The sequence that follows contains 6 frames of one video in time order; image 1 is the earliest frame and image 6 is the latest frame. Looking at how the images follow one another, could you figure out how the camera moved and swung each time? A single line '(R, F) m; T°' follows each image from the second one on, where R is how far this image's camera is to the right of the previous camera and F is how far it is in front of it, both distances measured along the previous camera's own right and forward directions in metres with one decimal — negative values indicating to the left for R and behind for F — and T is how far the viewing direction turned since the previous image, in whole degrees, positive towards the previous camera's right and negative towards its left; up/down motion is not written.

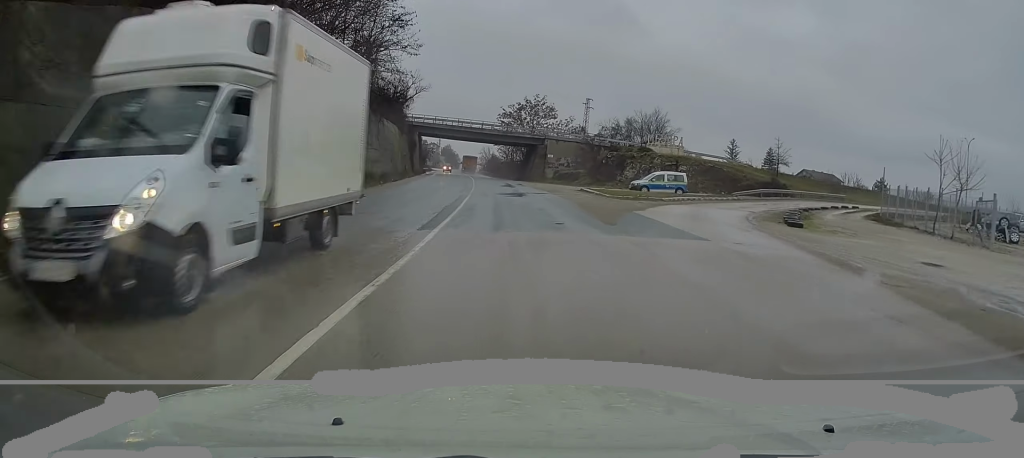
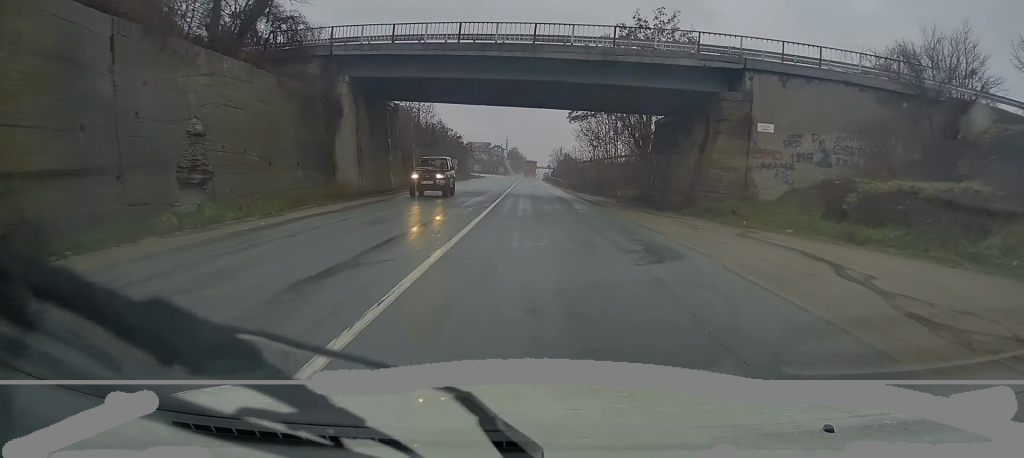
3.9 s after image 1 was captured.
(-2.8, +57.1) m; -8°
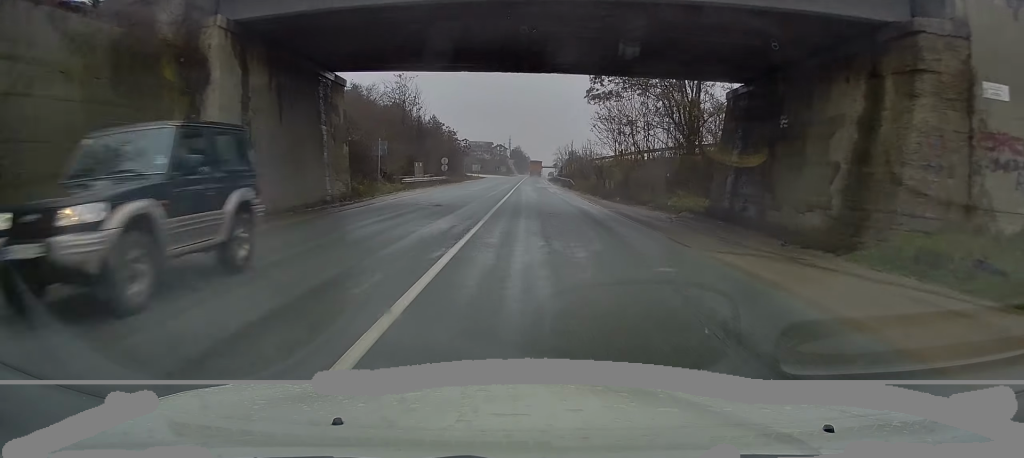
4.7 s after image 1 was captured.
(-0.4, +13.0) m; 0°
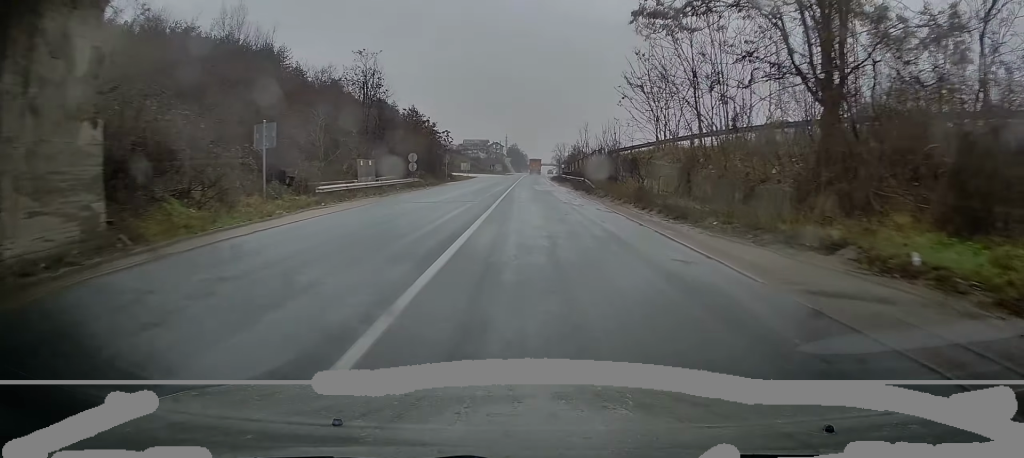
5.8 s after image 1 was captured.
(+0.4, +17.4) m; 0°
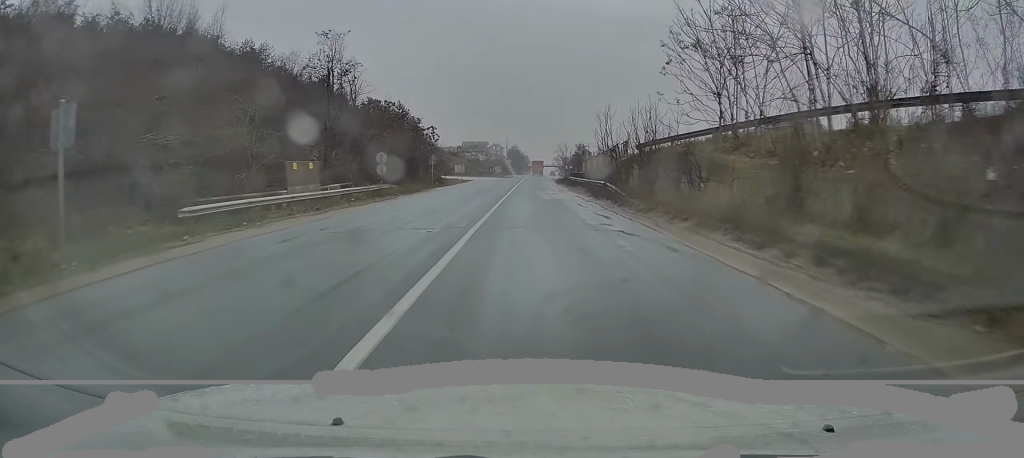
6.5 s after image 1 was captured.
(-0.3, +11.2) m; 0°
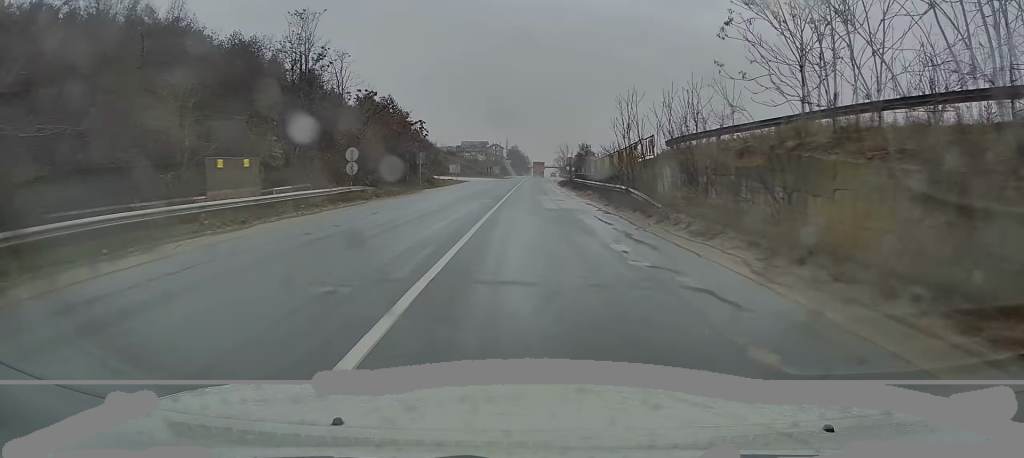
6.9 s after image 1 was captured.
(-0.1, +7.0) m; 0°
